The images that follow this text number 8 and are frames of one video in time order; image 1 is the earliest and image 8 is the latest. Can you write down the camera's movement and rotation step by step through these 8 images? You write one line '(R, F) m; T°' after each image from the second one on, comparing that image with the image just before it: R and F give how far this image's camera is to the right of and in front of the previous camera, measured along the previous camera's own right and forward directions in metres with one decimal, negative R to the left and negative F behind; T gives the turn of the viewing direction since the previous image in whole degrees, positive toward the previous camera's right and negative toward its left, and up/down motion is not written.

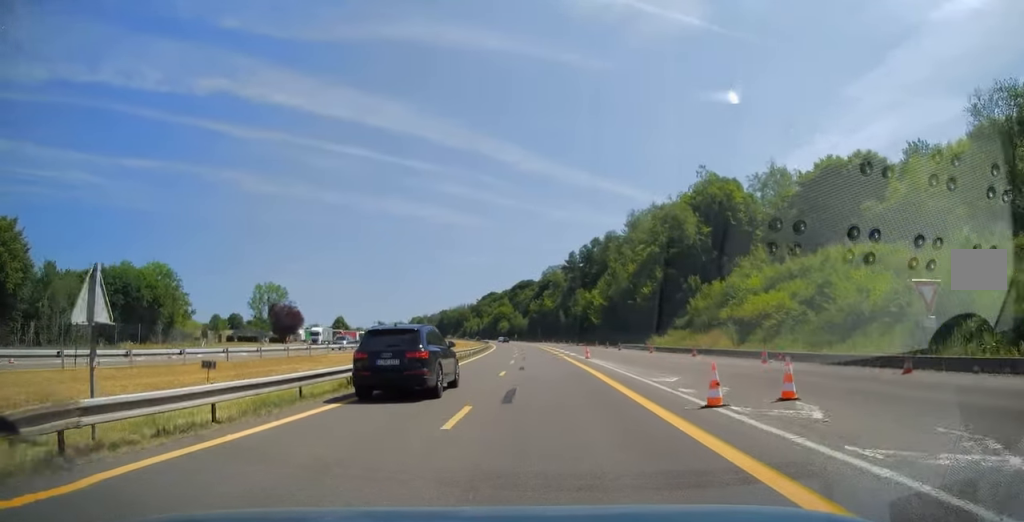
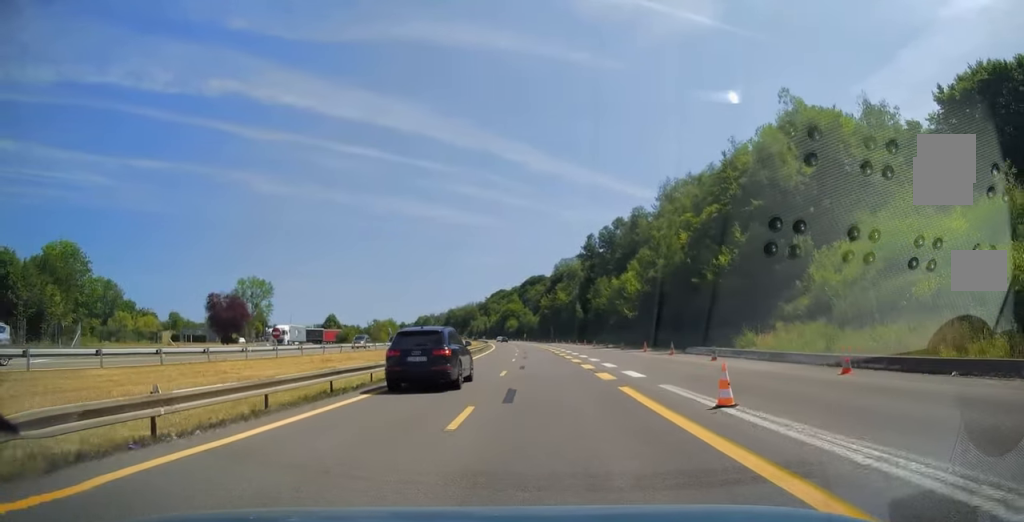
(-0.3, +26.0) m; -1°
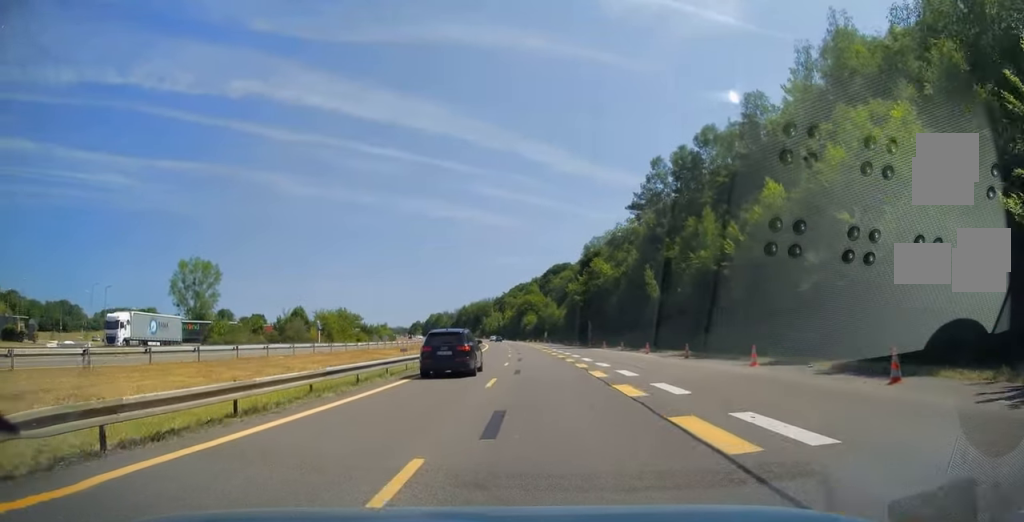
(-1.1, +57.2) m; -3°
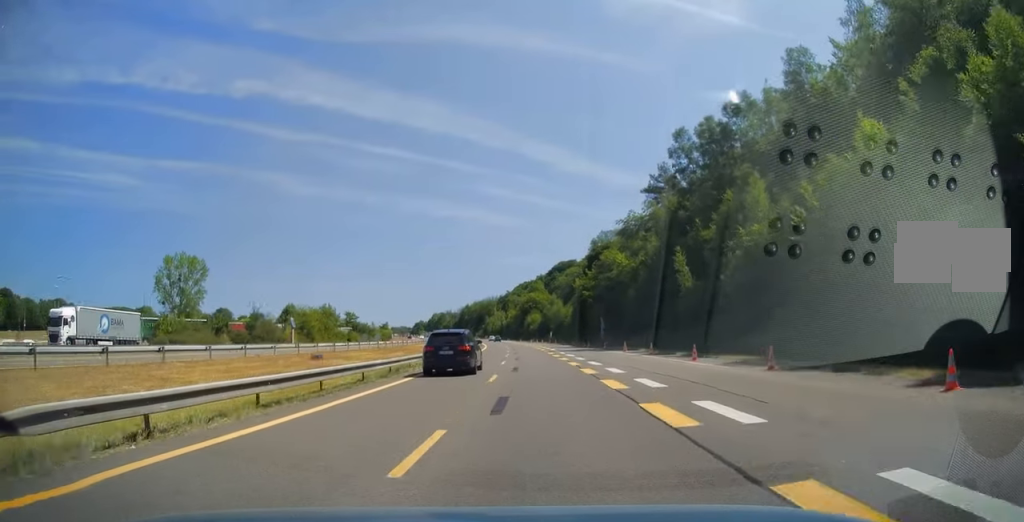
(-0.1, +10.9) m; 0°
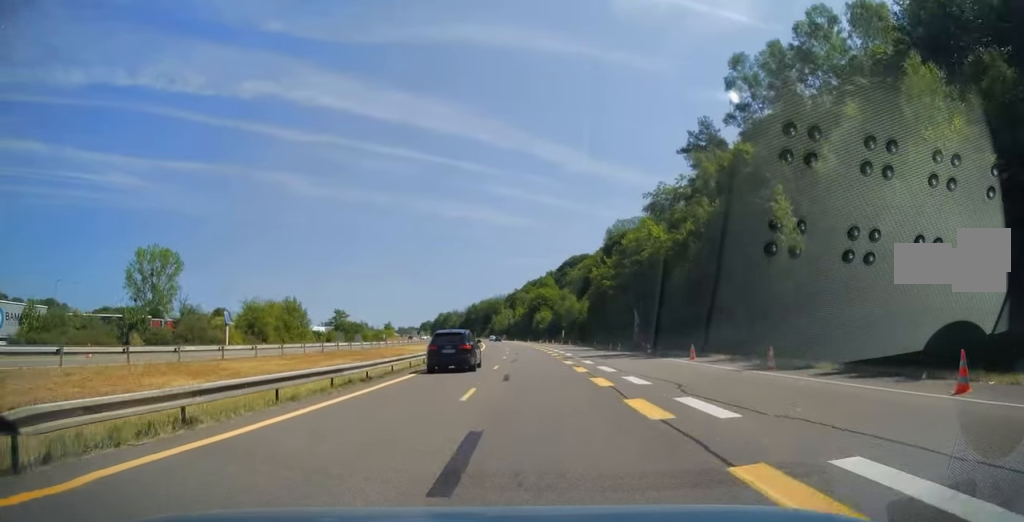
(0.0, +18.7) m; -1°
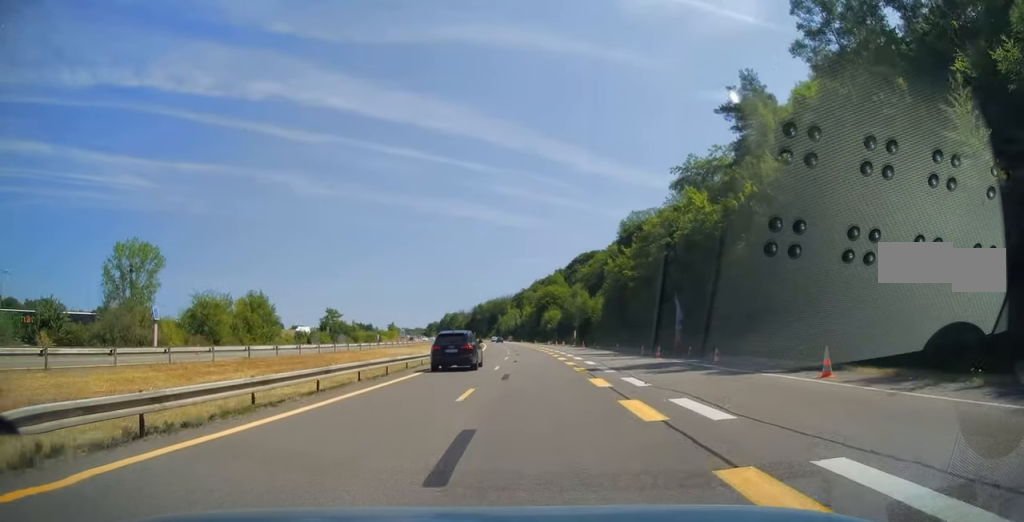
(-0.1, +13.1) m; -1°
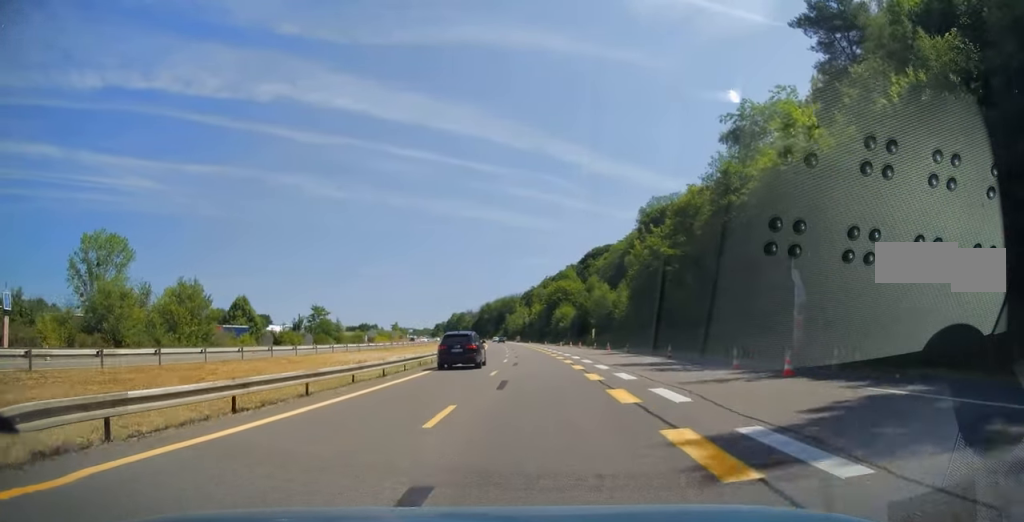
(-0.1, +17.1) m; -1°
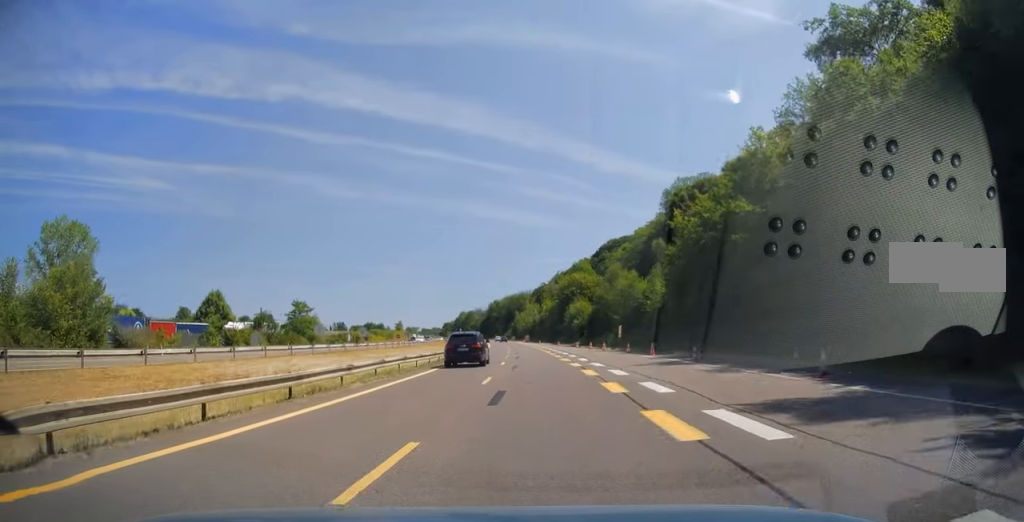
(-0.3, +17.5) m; -1°
